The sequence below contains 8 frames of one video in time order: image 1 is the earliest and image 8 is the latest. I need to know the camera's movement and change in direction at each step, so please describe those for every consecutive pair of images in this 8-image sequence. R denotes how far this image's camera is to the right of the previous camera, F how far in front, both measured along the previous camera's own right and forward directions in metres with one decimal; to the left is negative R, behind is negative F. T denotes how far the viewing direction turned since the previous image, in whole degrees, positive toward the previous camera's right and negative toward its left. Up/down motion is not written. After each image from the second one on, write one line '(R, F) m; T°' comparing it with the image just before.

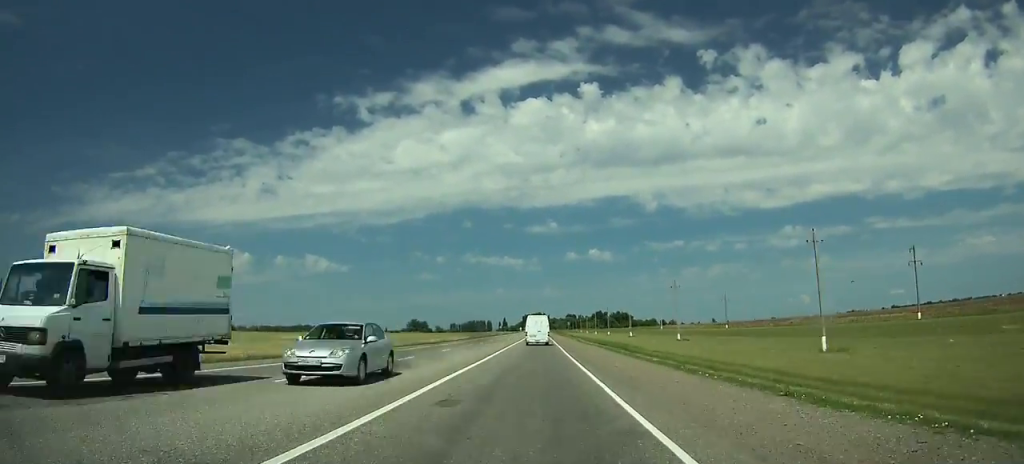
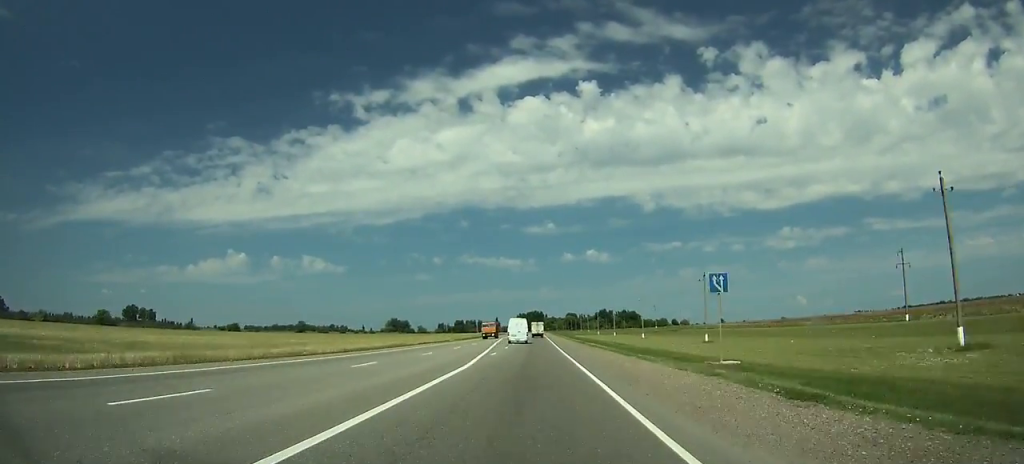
(+0.1, +111.1) m; 0°
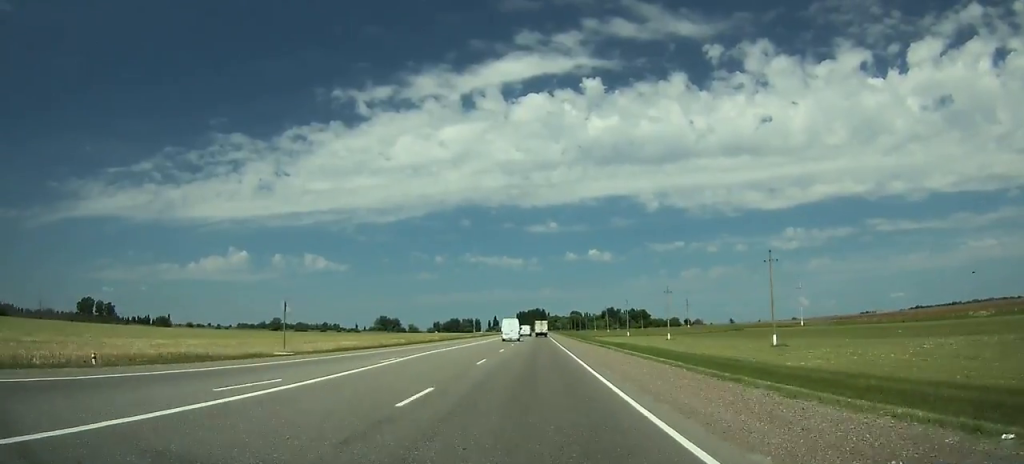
(-0.1, +68.2) m; 0°
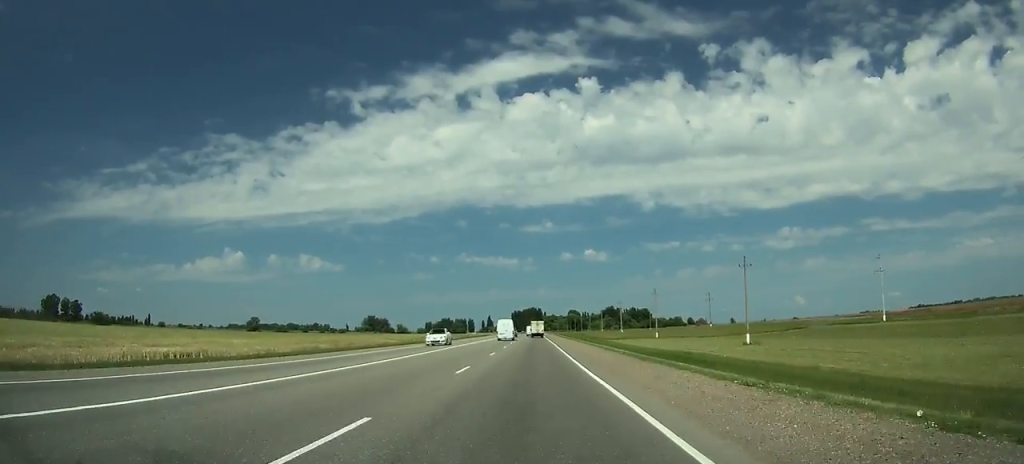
(+0.2, +40.5) m; 0°
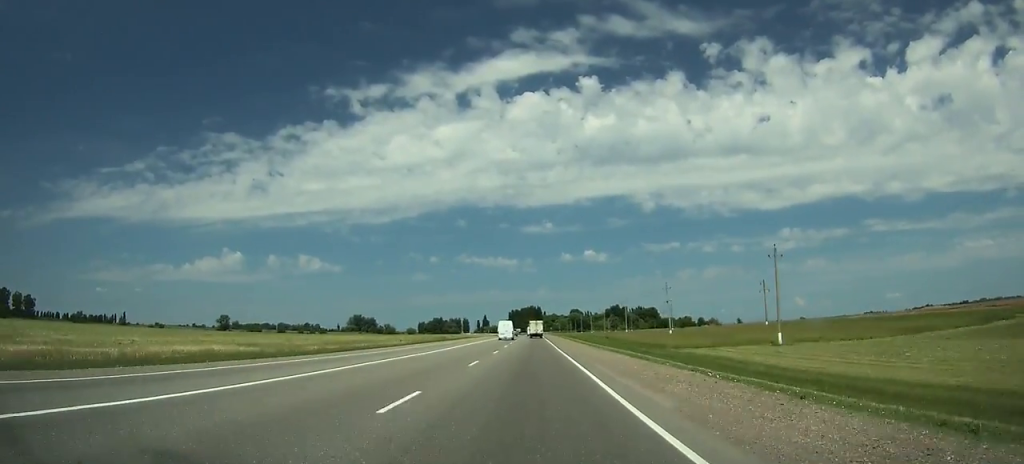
(+0.1, +56.6) m; 0°
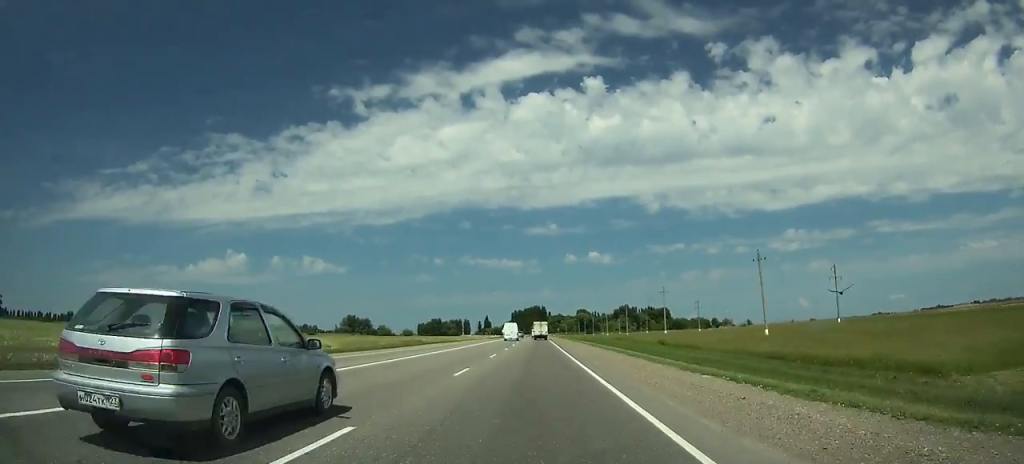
(0.0, +40.9) m; 0°
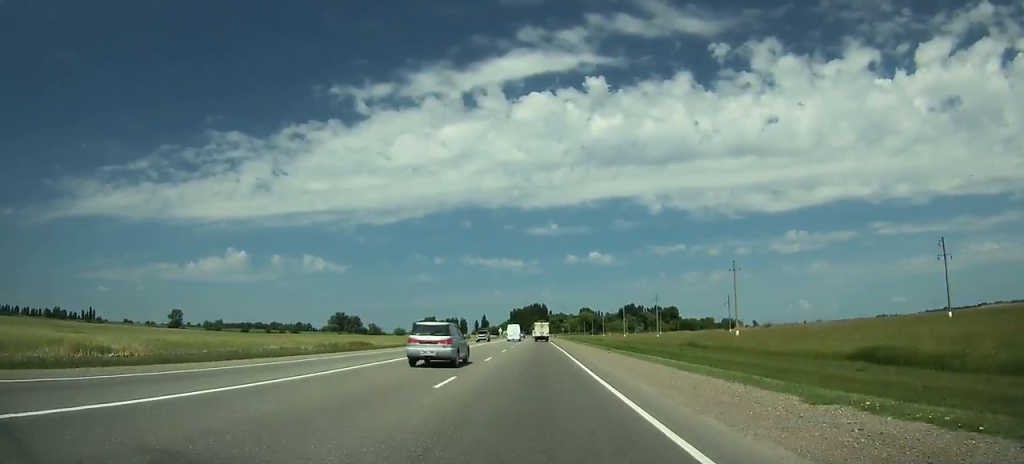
(+0.1, +38.9) m; 0°
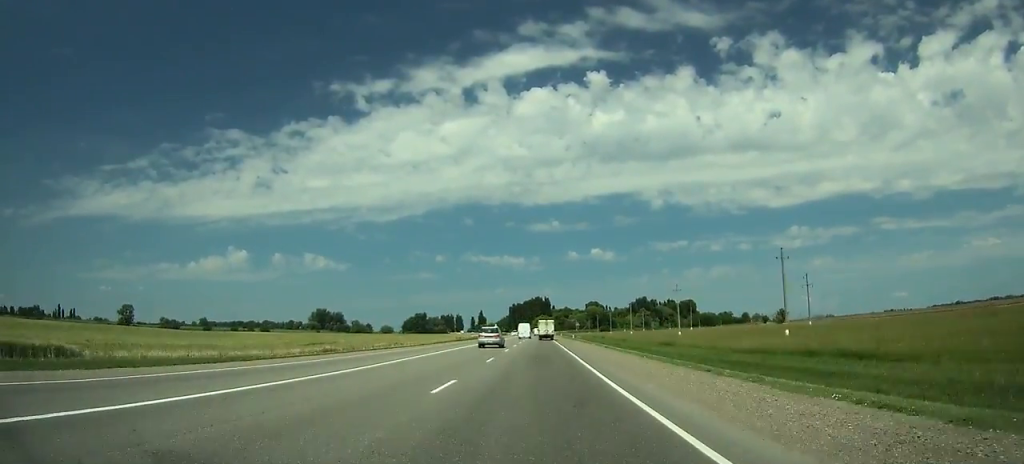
(-0.1, +61.7) m; 0°
